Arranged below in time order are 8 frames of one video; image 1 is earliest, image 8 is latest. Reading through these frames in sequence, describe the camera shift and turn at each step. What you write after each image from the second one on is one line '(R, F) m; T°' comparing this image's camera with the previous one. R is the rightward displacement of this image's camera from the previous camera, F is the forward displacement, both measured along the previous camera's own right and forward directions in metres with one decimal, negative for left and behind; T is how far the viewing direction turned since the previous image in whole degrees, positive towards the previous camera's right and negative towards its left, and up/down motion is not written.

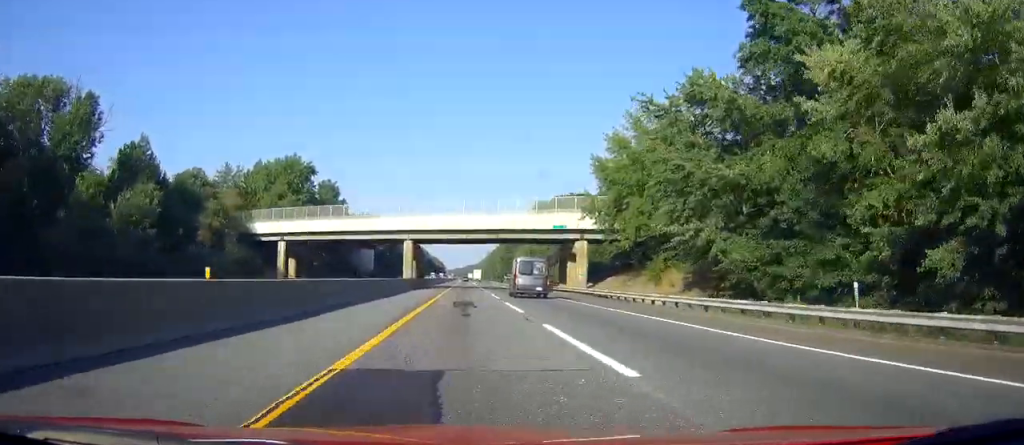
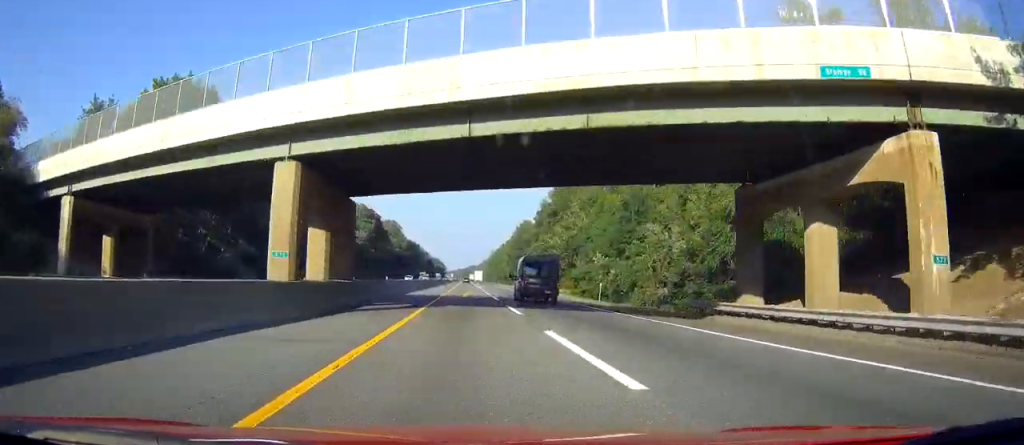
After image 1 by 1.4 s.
(0.0, +46.1) m; 0°
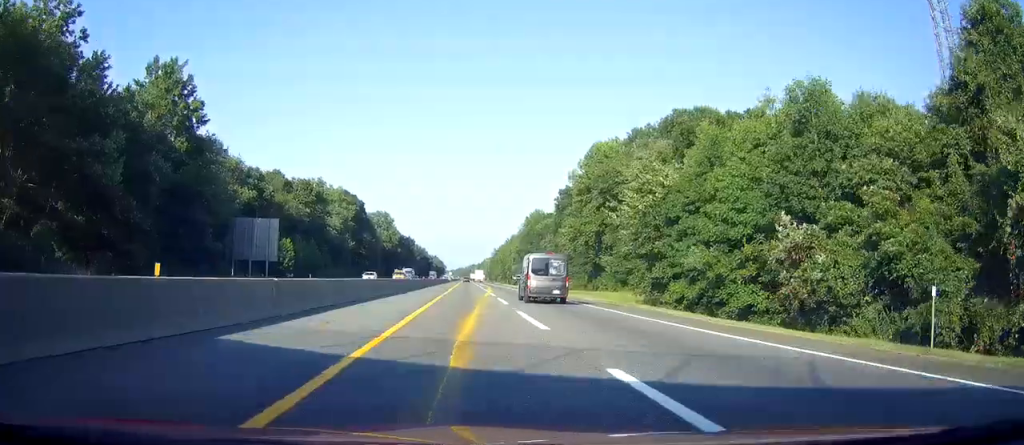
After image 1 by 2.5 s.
(+0.1, +37.3) m; 0°
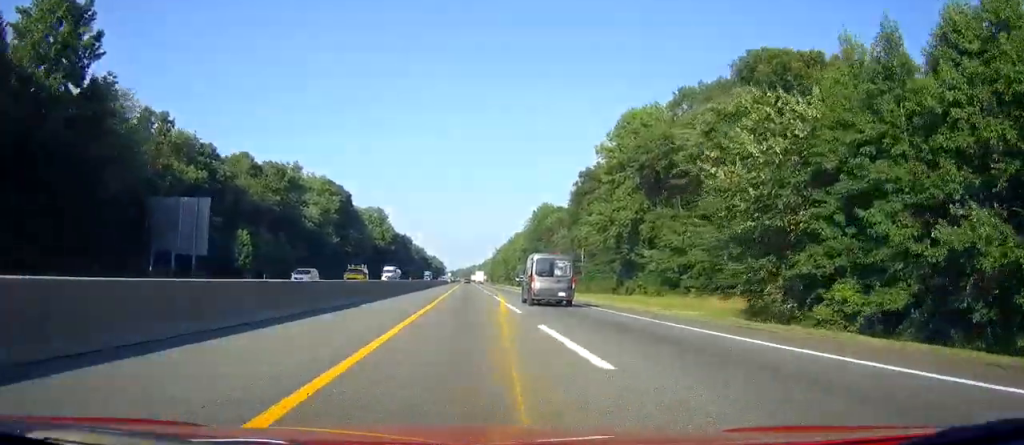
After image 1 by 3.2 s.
(-0.1, +21.9) m; 0°
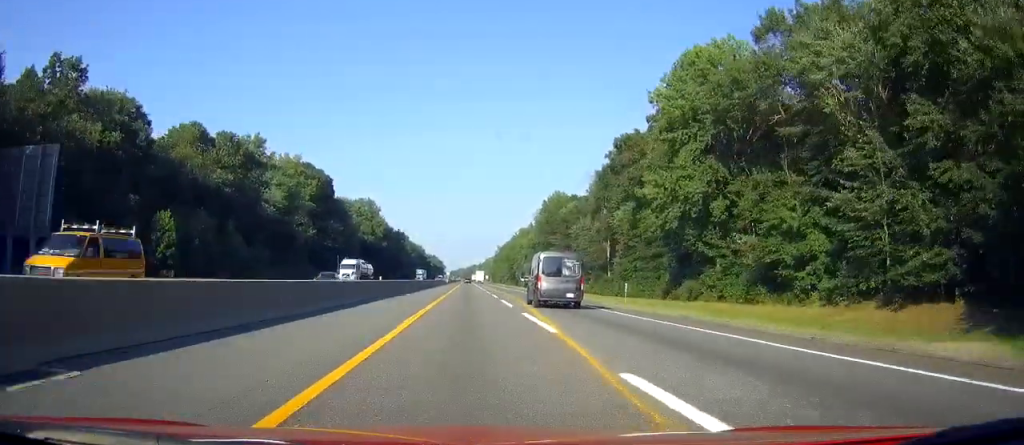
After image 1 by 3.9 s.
(0.0, +24.1) m; 0°
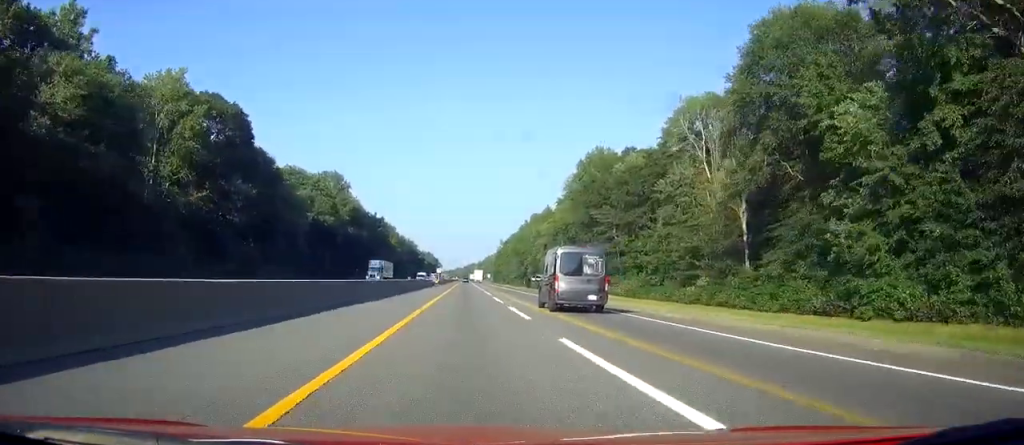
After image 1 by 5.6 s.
(+0.2, +55.7) m; 0°
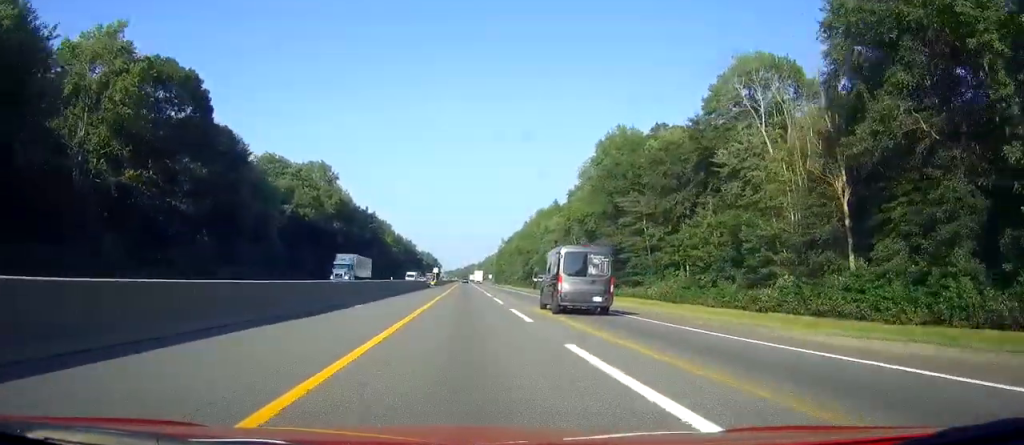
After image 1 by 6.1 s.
(0.0, +16.3) m; 0°
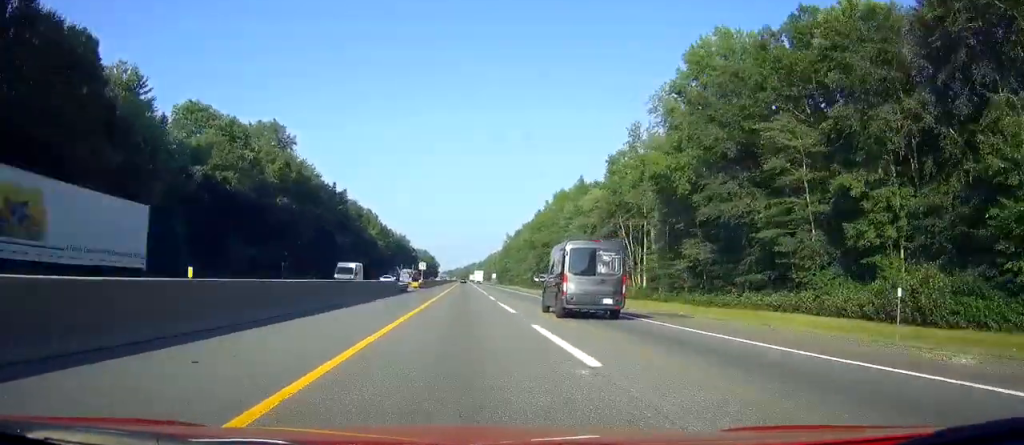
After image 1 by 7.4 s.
(-0.1, +40.2) m; 0°
